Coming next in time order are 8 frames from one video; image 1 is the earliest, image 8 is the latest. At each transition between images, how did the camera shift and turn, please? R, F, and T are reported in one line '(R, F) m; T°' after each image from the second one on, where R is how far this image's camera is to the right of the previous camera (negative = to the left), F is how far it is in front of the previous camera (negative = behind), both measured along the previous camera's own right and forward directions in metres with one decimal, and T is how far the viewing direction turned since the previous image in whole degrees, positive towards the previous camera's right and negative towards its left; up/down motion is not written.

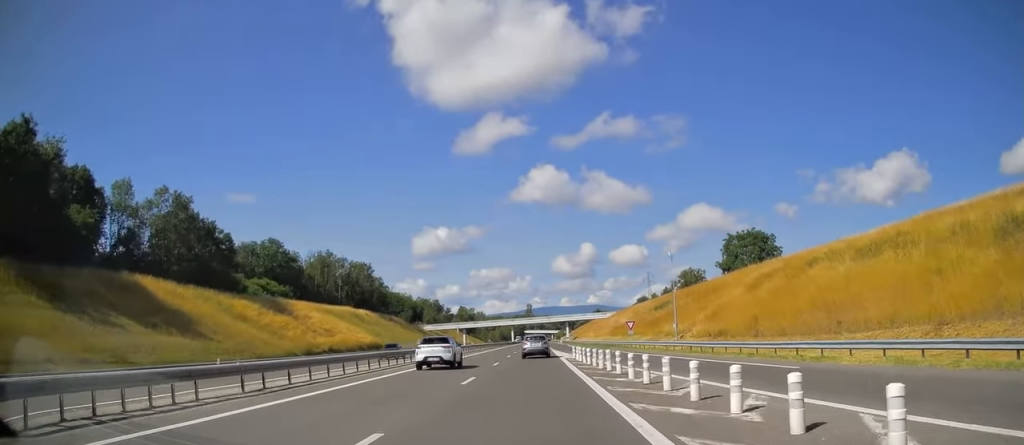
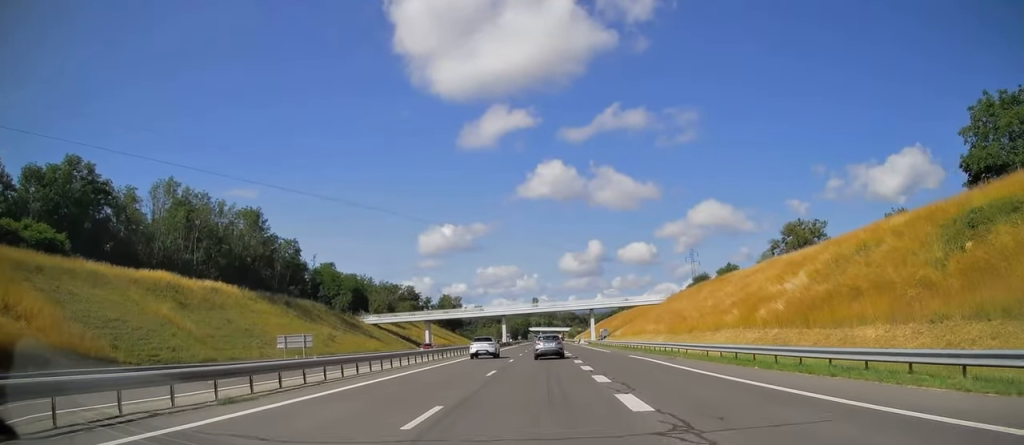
(-0.4, +73.9) m; -1°
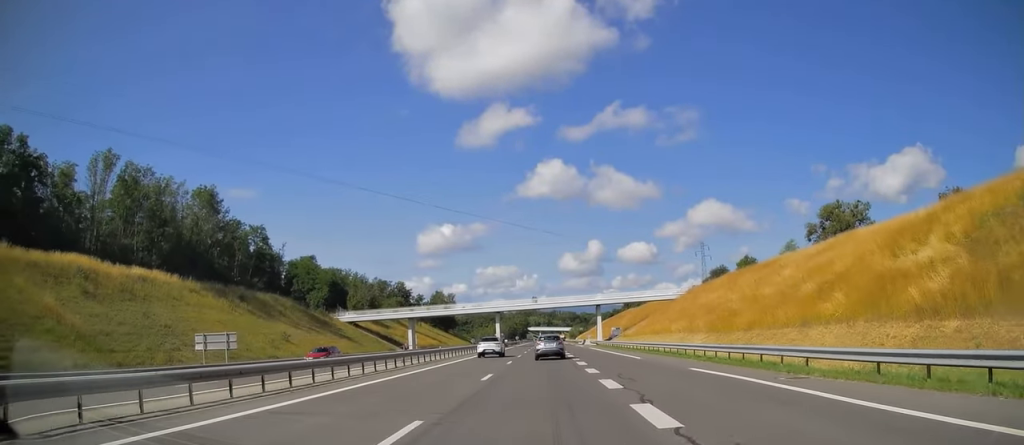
(+0.2, +15.3) m; +1°
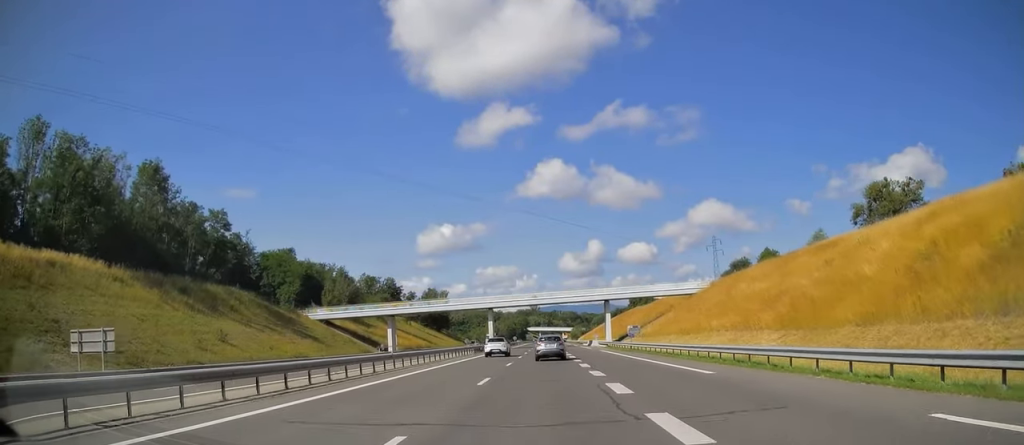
(+0.1, +14.5) m; 0°
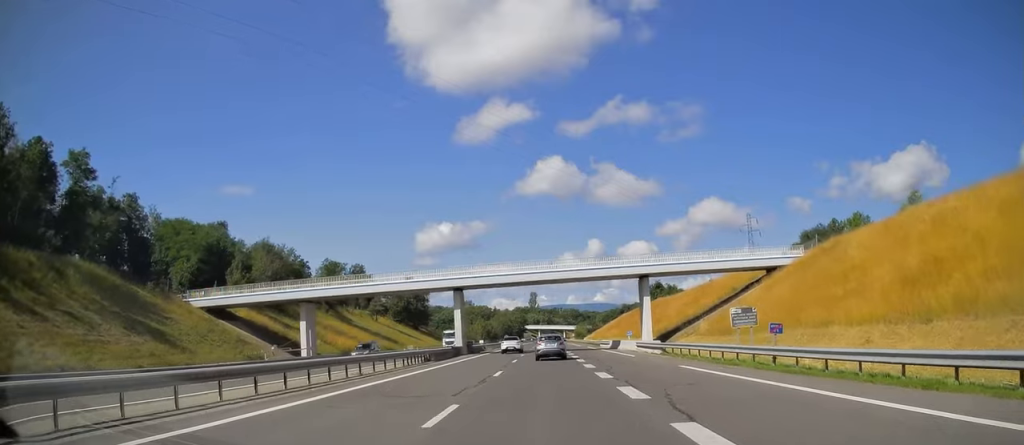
(-0.3, +34.4) m; -1°
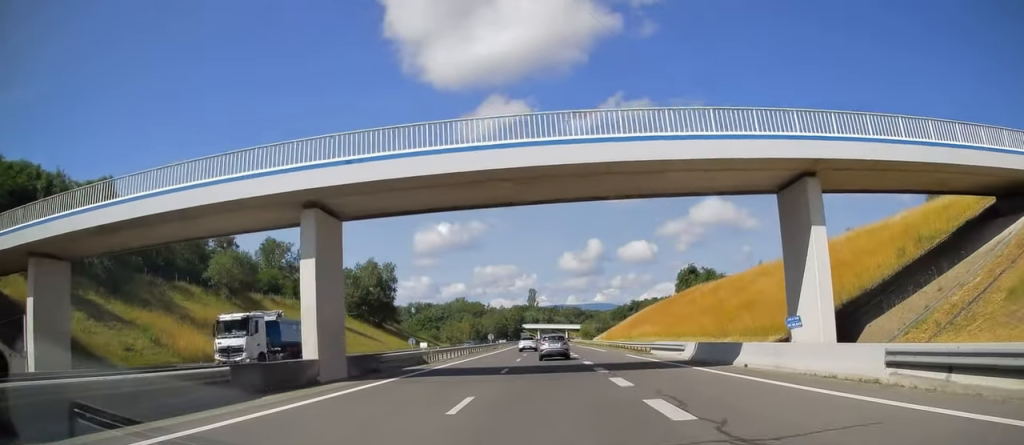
(+0.2, +36.5) m; +1°
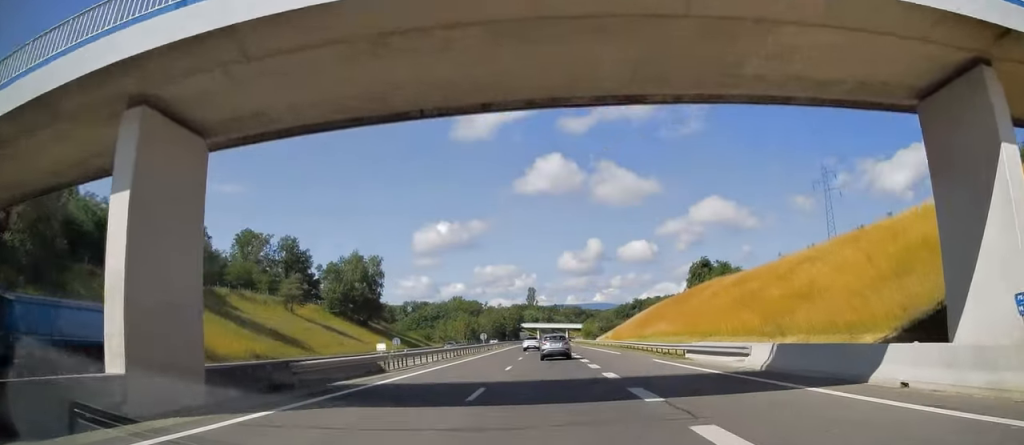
(+0.1, +10.4) m; 0°
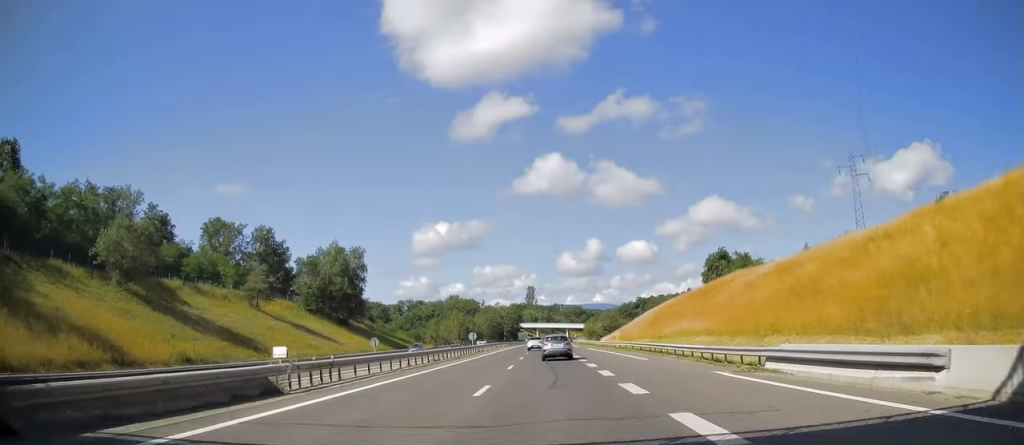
(0.0, +11.6) m; 0°
